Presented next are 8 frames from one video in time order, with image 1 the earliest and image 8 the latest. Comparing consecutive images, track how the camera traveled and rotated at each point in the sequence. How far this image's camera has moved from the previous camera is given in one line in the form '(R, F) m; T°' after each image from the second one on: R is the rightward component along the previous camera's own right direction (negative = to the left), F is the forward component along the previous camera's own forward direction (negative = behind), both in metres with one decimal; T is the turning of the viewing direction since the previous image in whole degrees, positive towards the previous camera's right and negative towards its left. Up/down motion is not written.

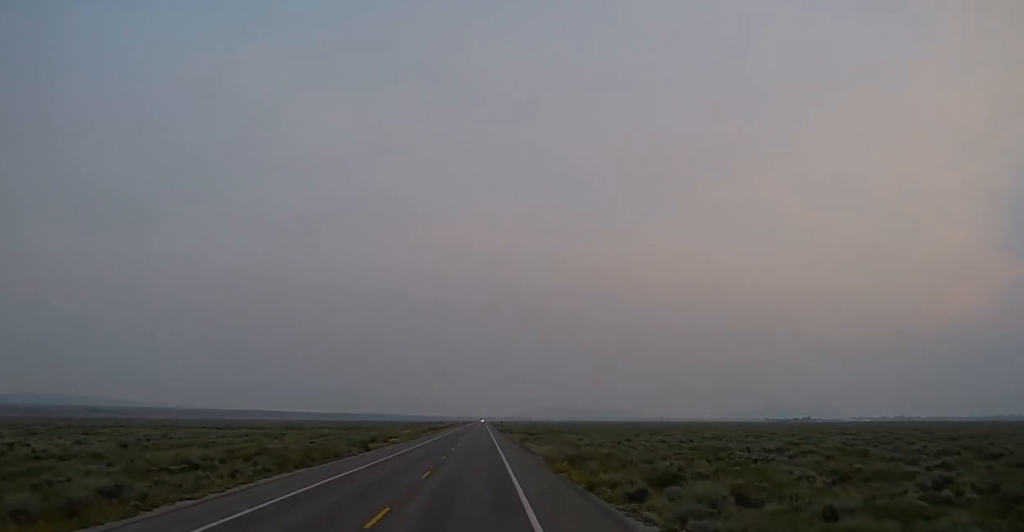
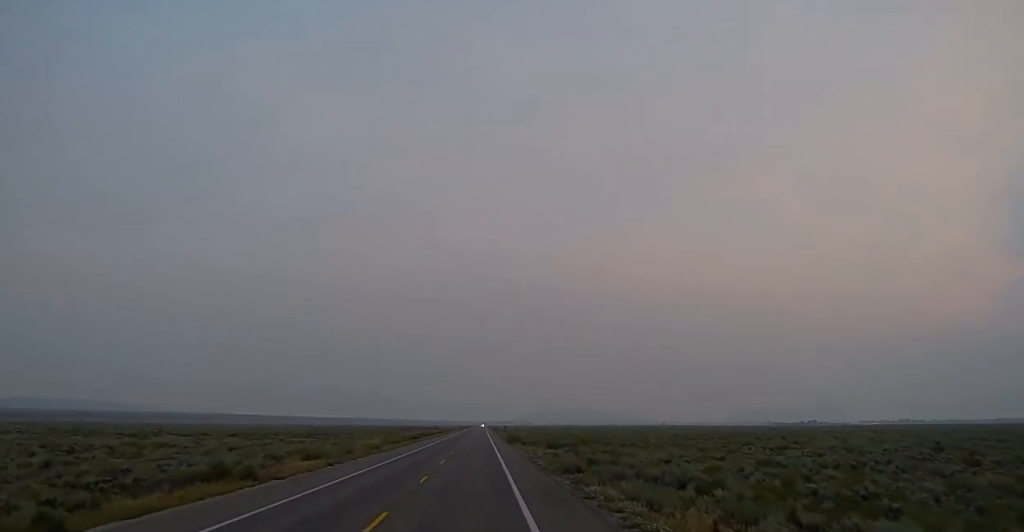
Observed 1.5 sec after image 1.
(-0.1, +36.9) m; -1°
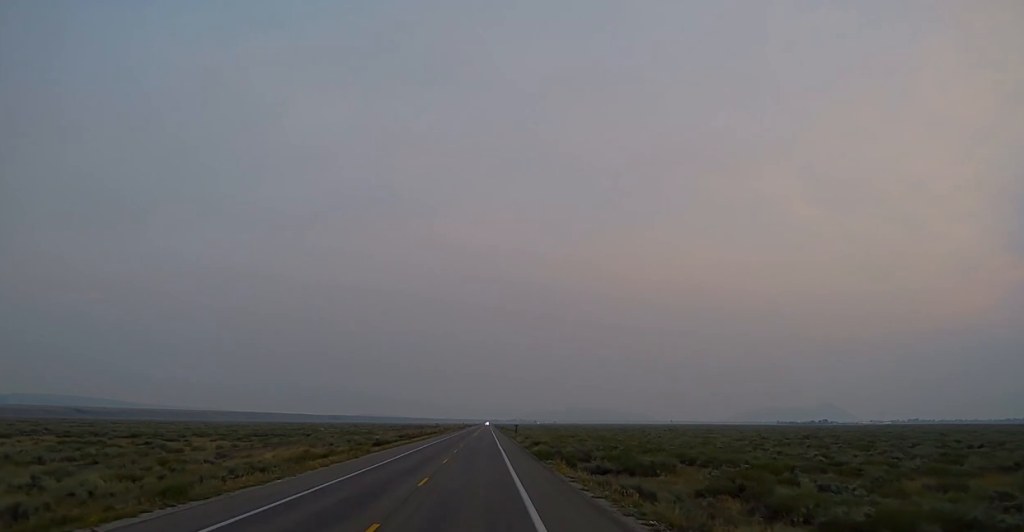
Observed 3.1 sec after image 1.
(-0.1, +37.2) m; 0°
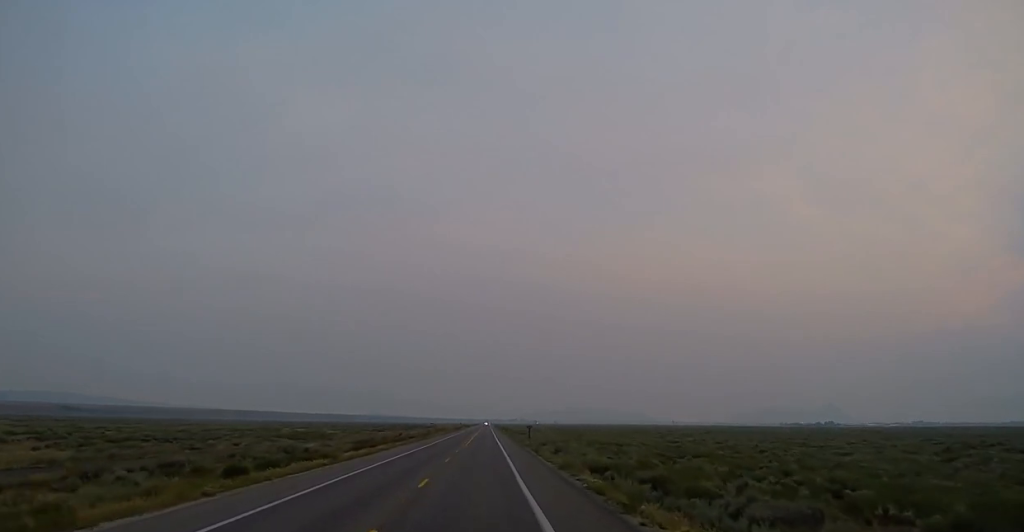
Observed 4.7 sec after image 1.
(-0.1, +39.4) m; 0°
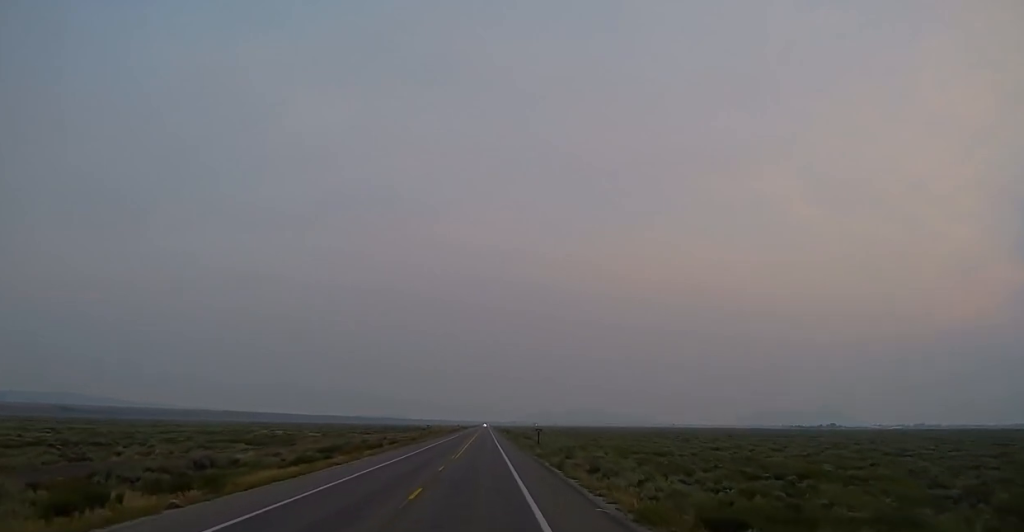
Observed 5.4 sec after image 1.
(0.0, +18.0) m; 0°
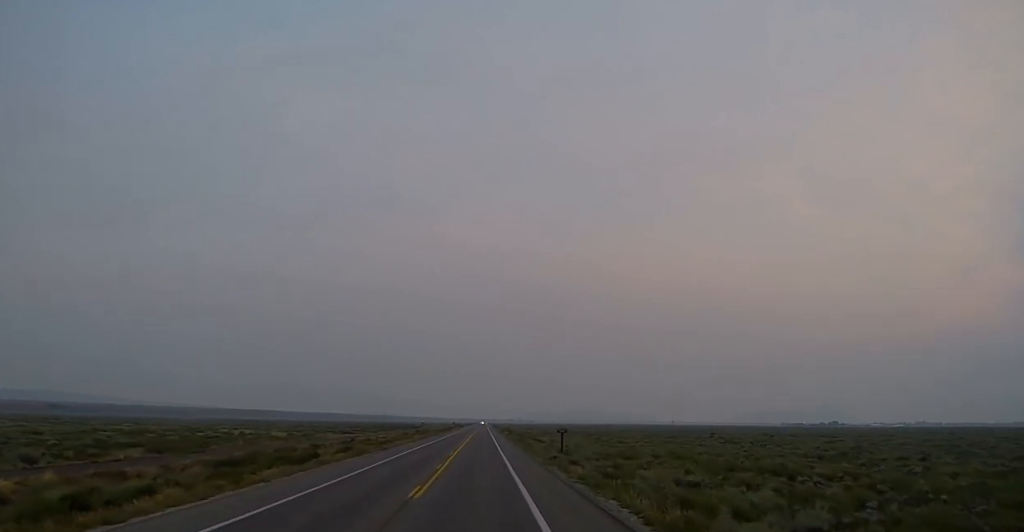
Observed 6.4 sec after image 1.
(0.0, +23.9) m; +1°
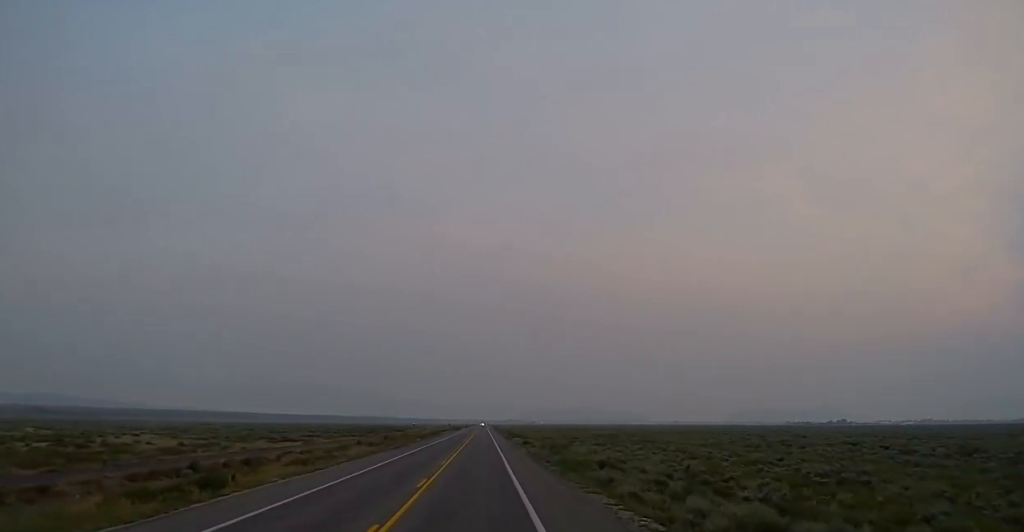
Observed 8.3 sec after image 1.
(+0.6, +43.9) m; 0°
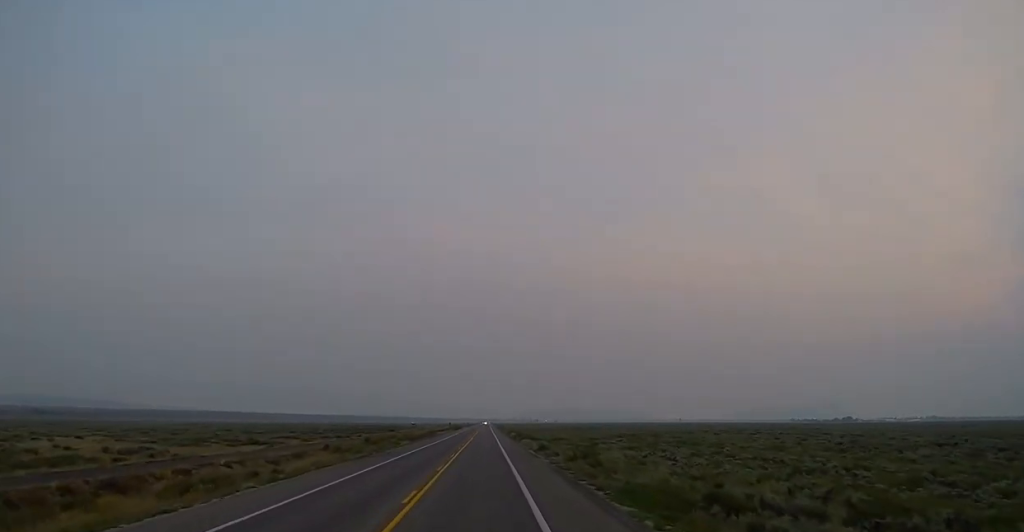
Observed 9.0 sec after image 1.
(-0.3, +16.8) m; -1°
